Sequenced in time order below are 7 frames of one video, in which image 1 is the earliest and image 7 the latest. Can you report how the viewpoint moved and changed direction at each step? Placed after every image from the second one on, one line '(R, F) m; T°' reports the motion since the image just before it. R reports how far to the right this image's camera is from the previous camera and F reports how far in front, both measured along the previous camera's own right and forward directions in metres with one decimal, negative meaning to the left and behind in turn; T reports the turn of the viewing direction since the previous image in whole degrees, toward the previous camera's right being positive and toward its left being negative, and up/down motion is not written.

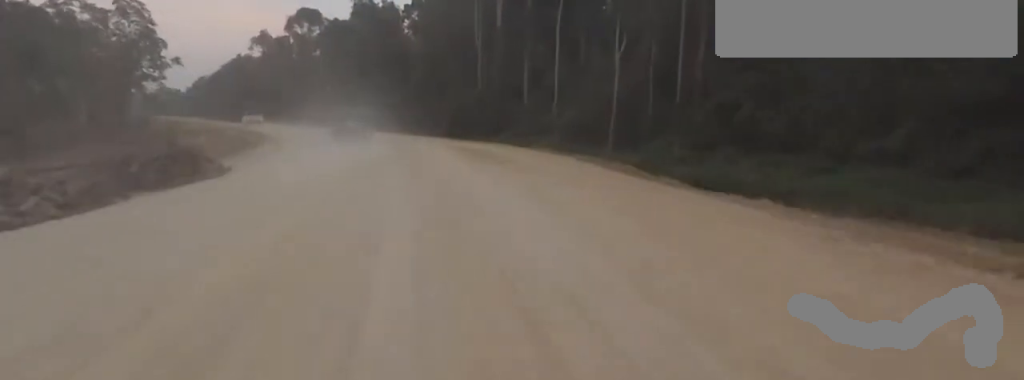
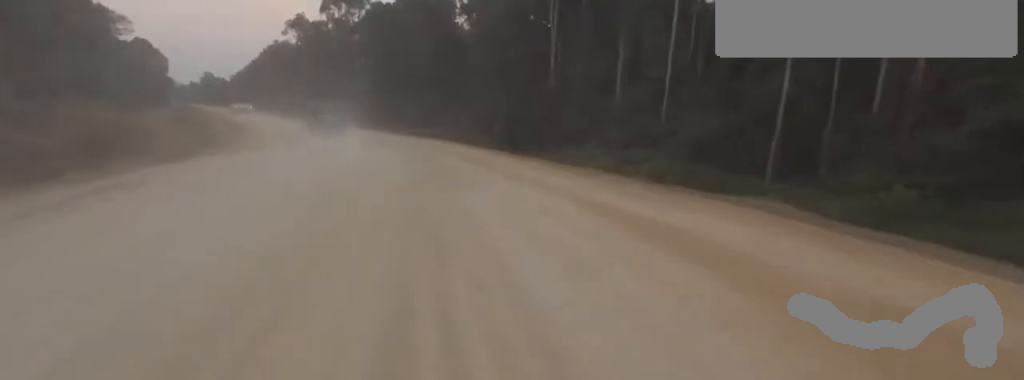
(-0.5, +17.1) m; -1°
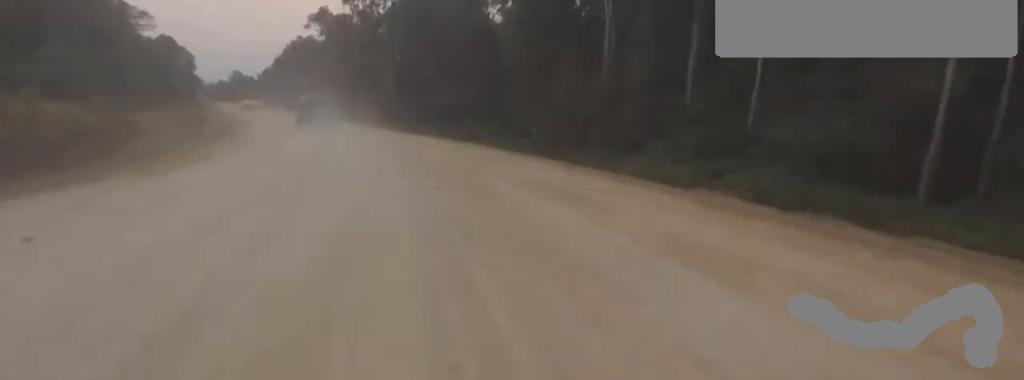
(+0.5, +7.7) m; -2°
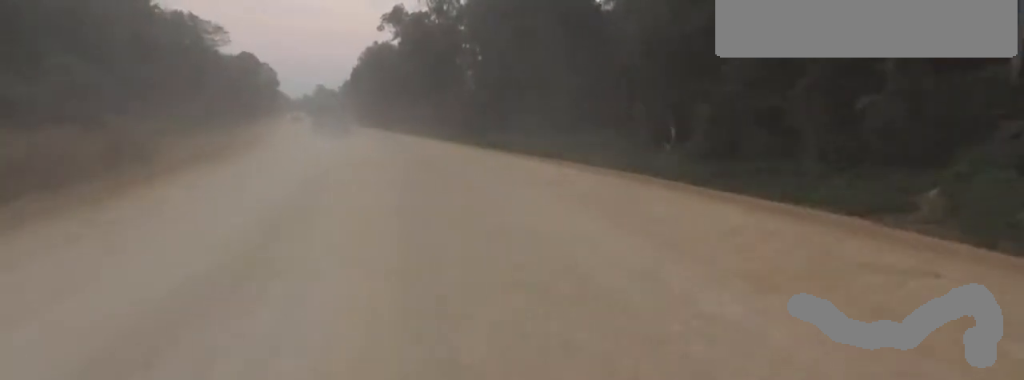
(-2.1, +16.4) m; -14°
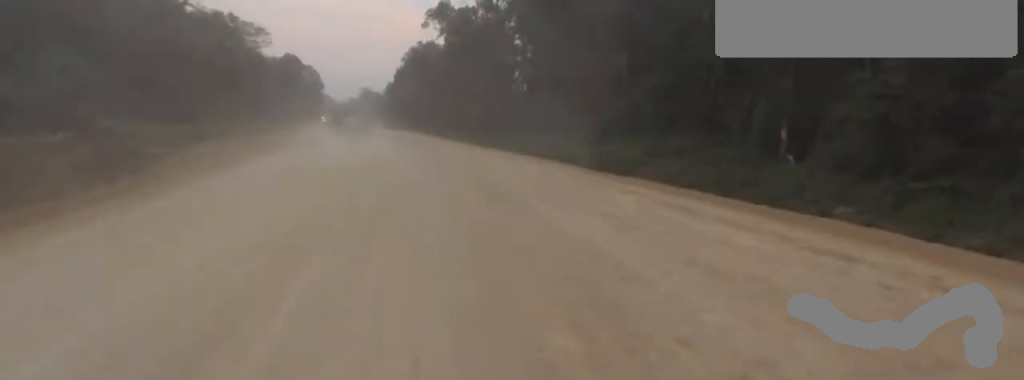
(-0.9, +8.5) m; -1°
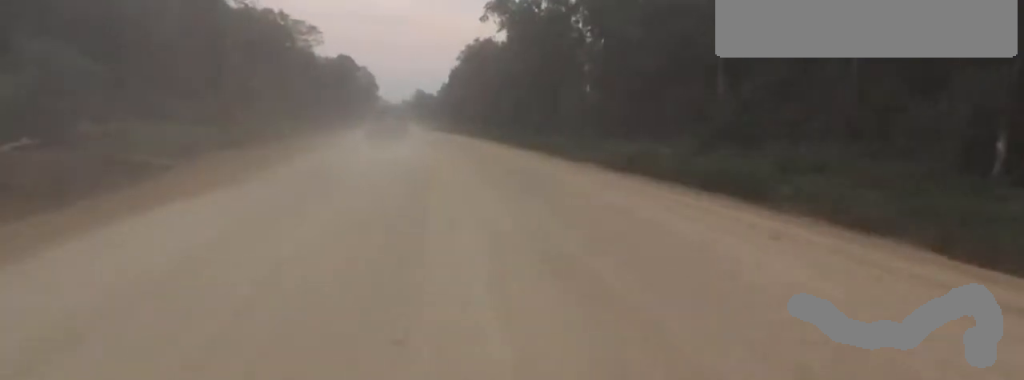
(+0.6, +10.2) m; 0°
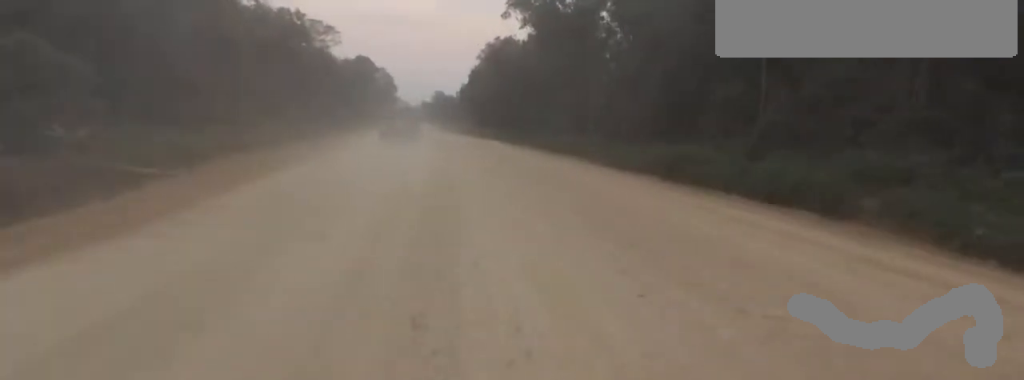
(+0.1, +4.4) m; -1°
